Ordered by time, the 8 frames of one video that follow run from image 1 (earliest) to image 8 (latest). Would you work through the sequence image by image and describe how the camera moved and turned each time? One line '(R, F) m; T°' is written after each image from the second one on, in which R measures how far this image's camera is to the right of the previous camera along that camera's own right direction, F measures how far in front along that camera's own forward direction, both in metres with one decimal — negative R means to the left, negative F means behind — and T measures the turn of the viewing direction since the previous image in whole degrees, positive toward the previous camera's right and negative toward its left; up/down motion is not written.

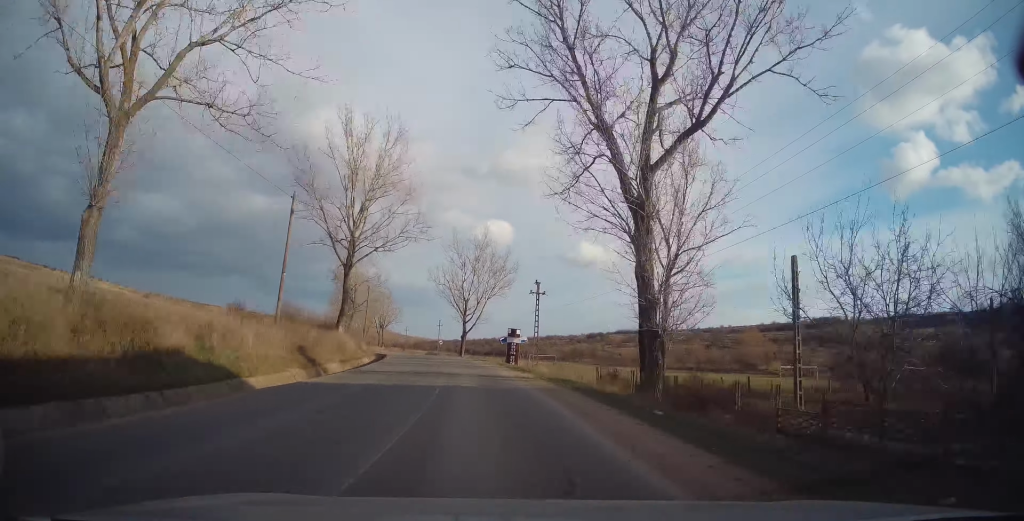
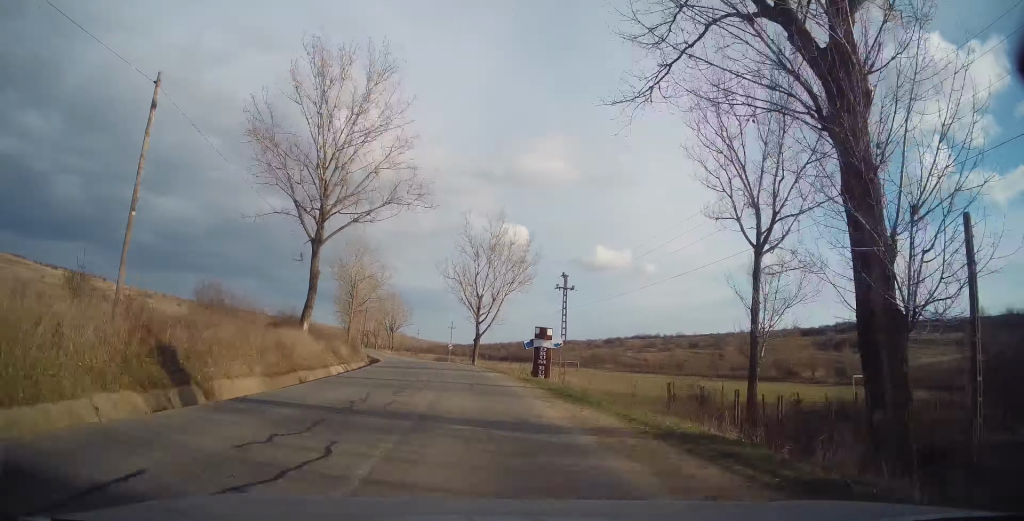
(0.0, +11.7) m; -1°
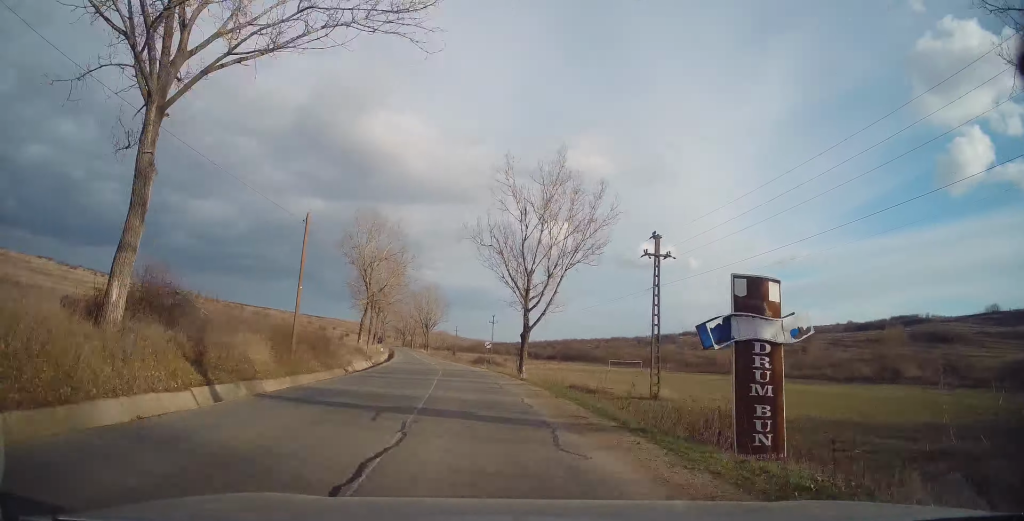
(-0.5, +20.2) m; -4°
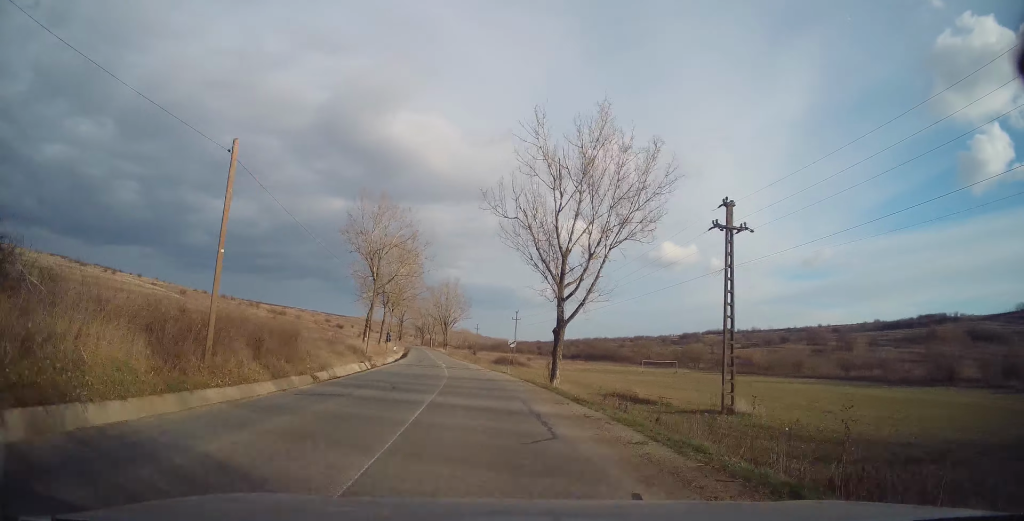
(-0.3, +8.6) m; -2°
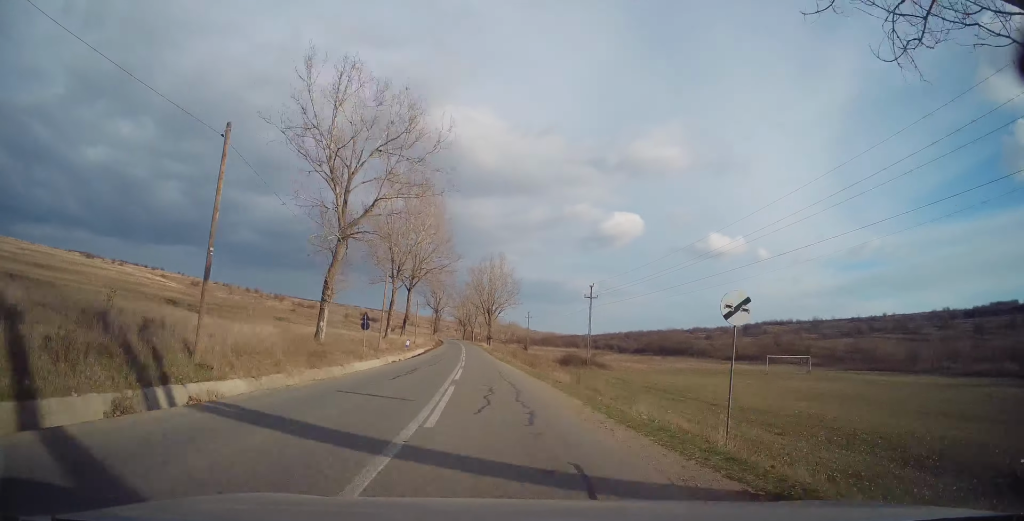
(-1.9, +32.8) m; -6°
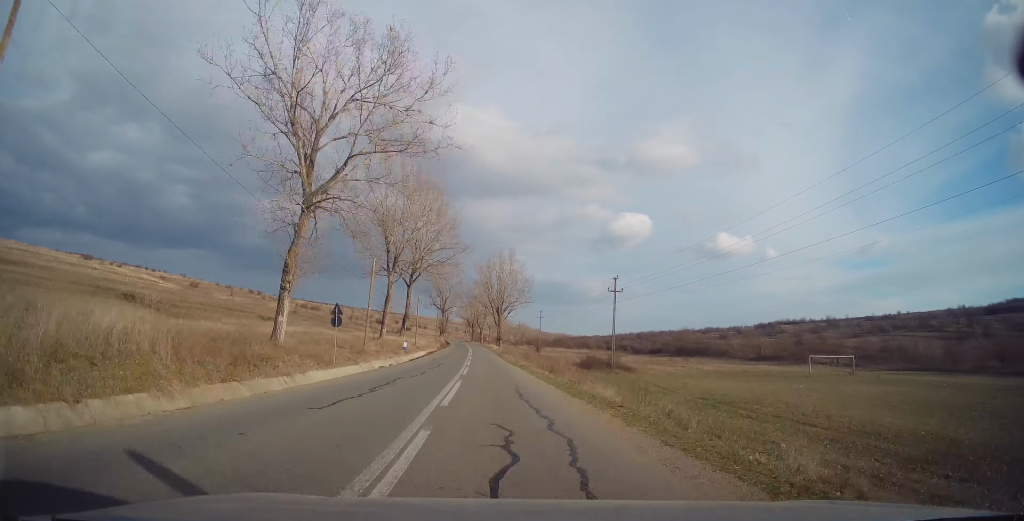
(-0.1, +8.1) m; -1°
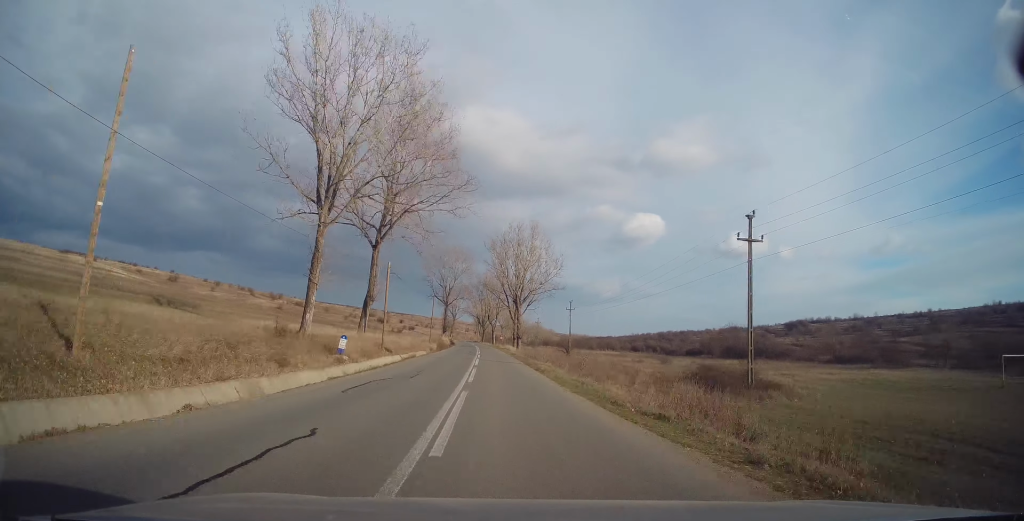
(-0.4, +28.0) m; -2°
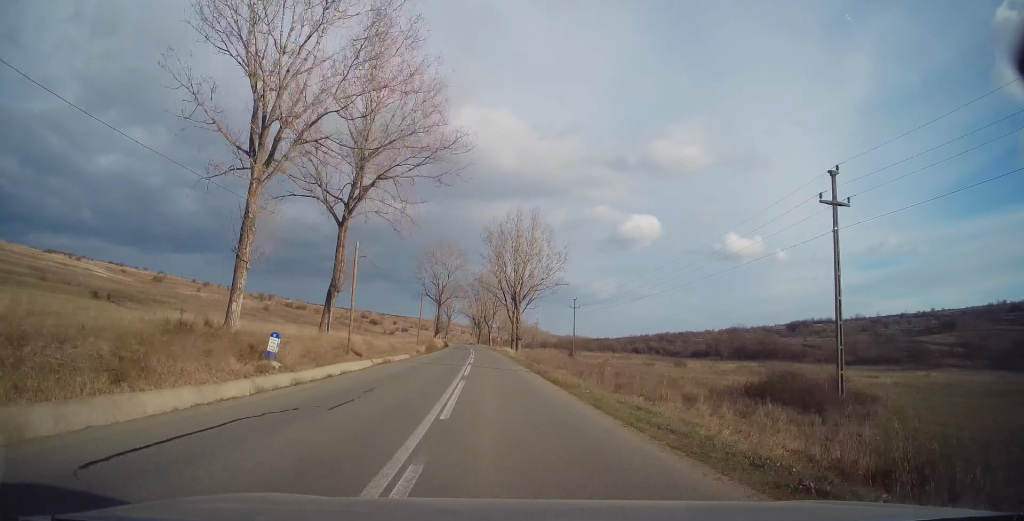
(-0.3, +9.1) m; 0°
